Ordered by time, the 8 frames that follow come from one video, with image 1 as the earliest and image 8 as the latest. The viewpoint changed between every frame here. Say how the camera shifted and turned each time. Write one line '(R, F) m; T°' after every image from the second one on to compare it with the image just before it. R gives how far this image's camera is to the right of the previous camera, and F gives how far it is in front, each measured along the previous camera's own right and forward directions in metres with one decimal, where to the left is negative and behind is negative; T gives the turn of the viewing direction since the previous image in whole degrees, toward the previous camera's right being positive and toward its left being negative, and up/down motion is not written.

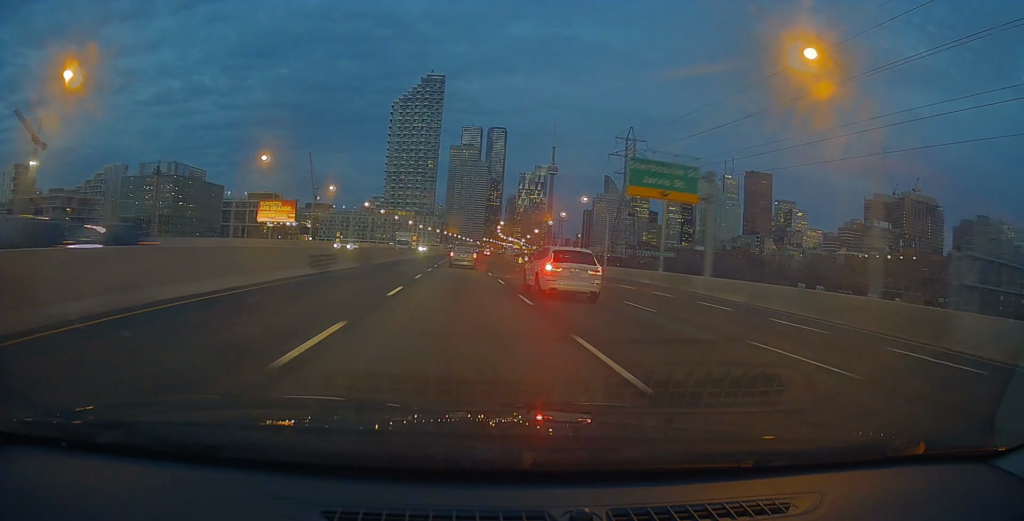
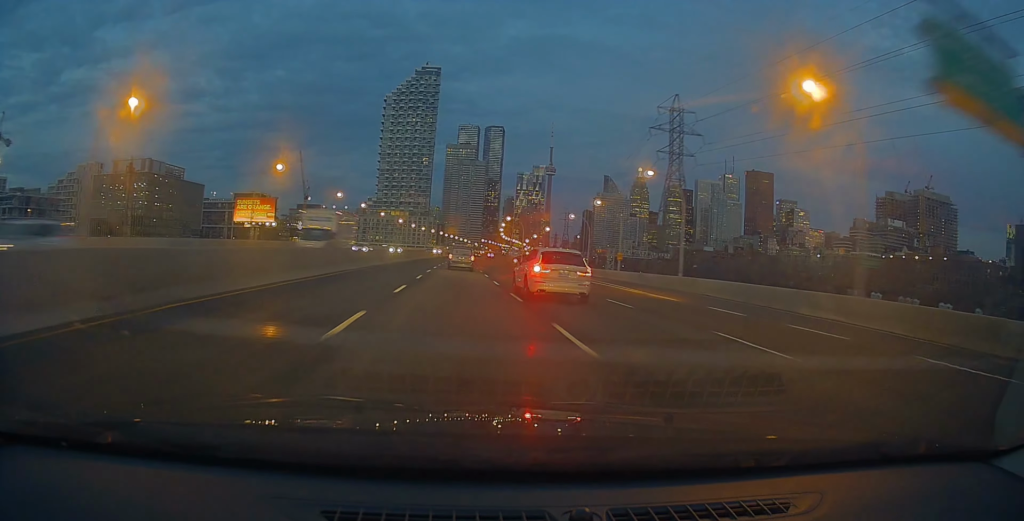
(+0.3, +25.7) m; +1°
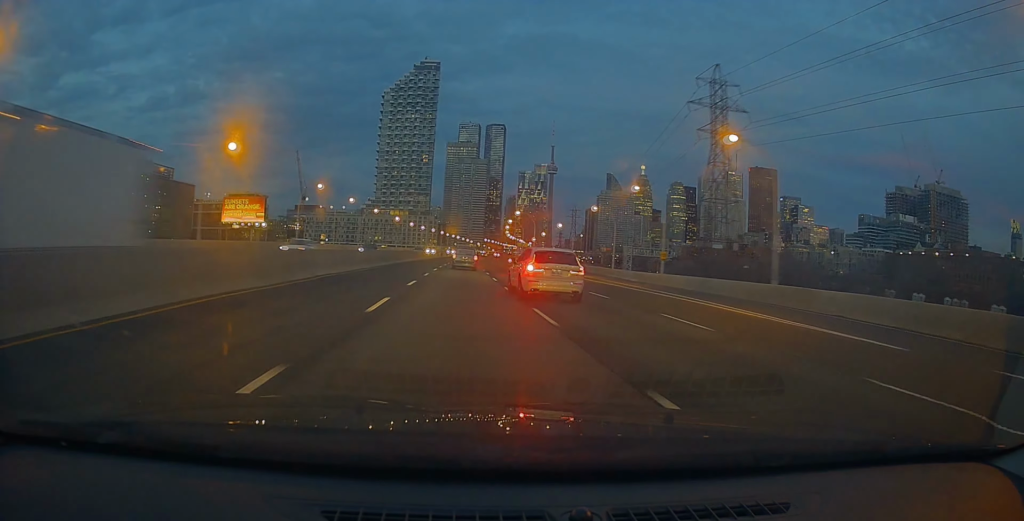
(+0.1, +14.6) m; 0°
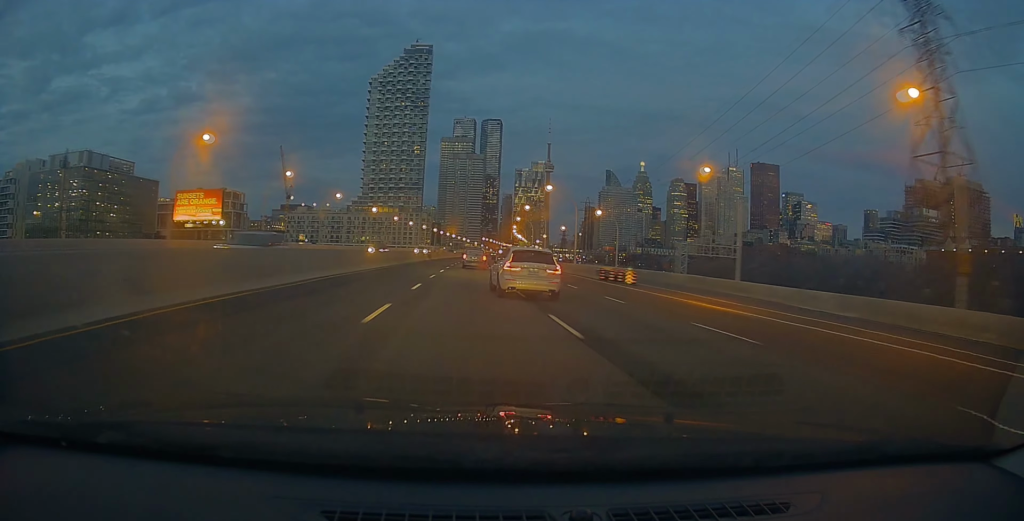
(-0.4, +37.2) m; 0°
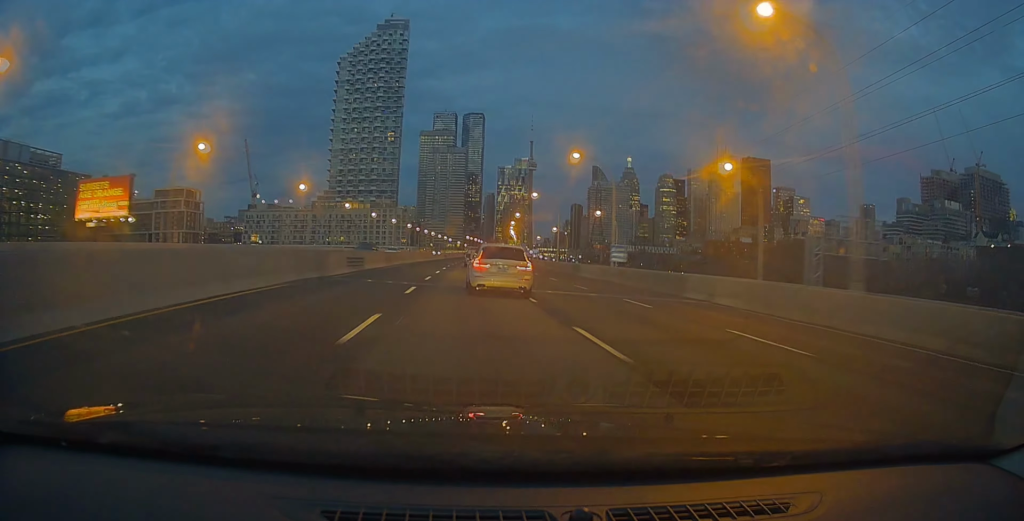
(+0.4, +46.9) m; +1°
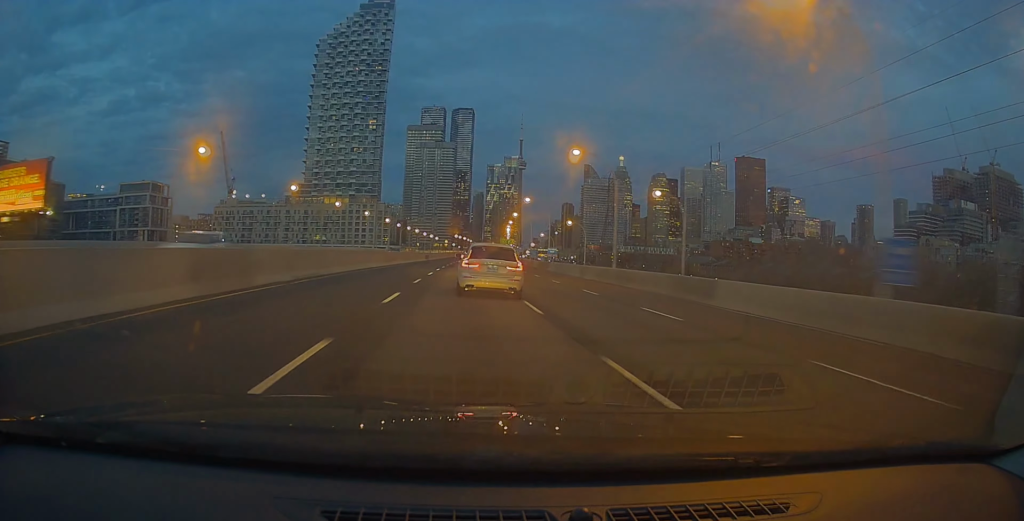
(+0.7, +29.9) m; +1°
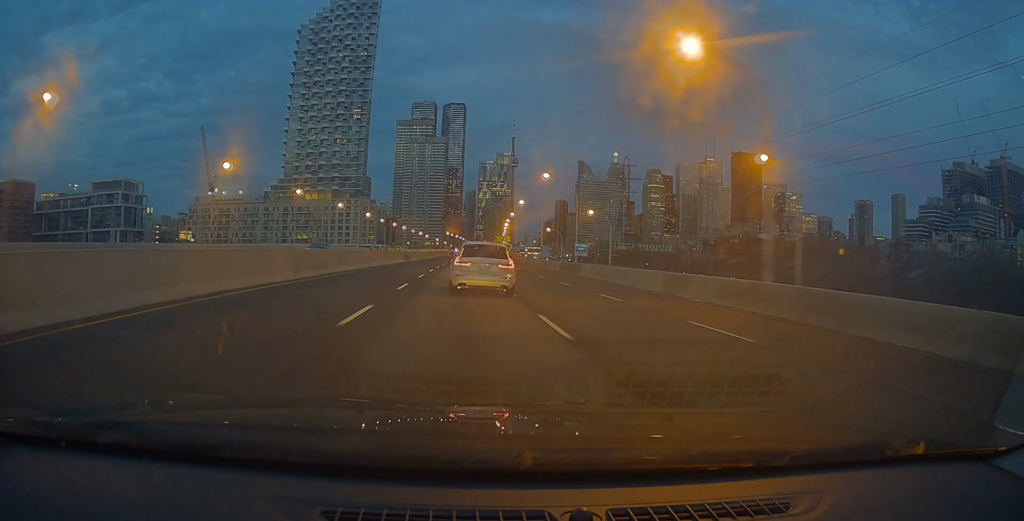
(-0.2, +22.1) m; +1°
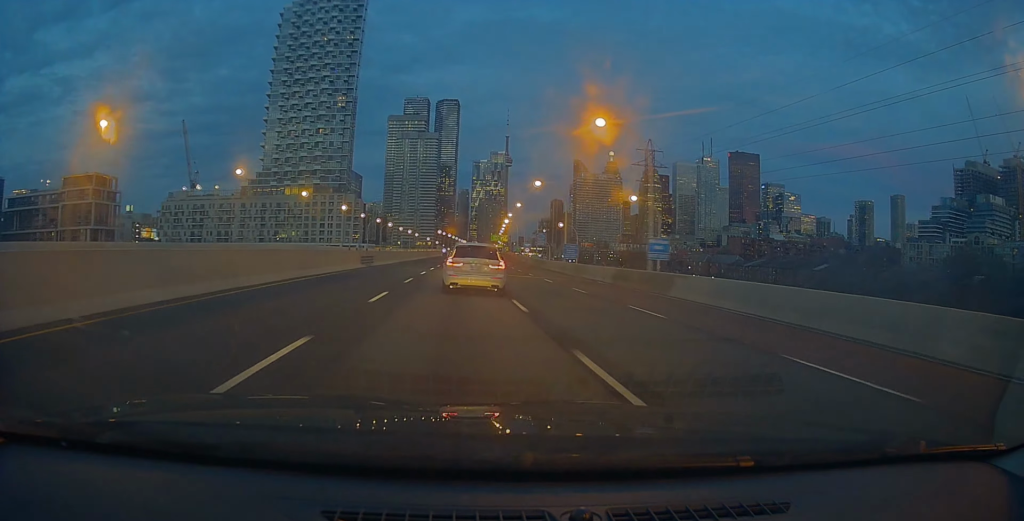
(+0.4, +22.7) m; +1°
